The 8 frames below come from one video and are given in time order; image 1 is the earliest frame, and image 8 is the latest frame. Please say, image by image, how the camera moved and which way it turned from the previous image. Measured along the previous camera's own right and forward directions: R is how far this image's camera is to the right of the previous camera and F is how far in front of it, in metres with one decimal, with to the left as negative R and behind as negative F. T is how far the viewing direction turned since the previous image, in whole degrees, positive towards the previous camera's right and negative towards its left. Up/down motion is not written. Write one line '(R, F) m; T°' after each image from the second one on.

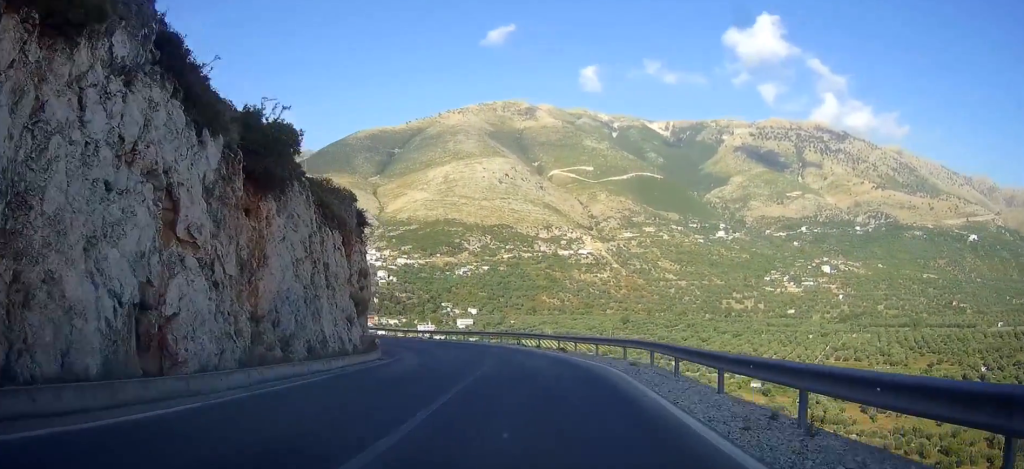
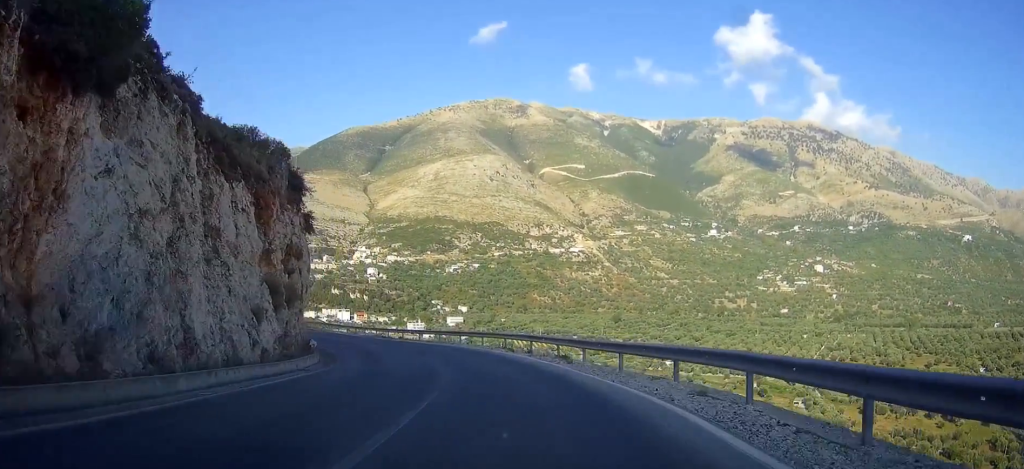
(+0.3, +9.6) m; +1°
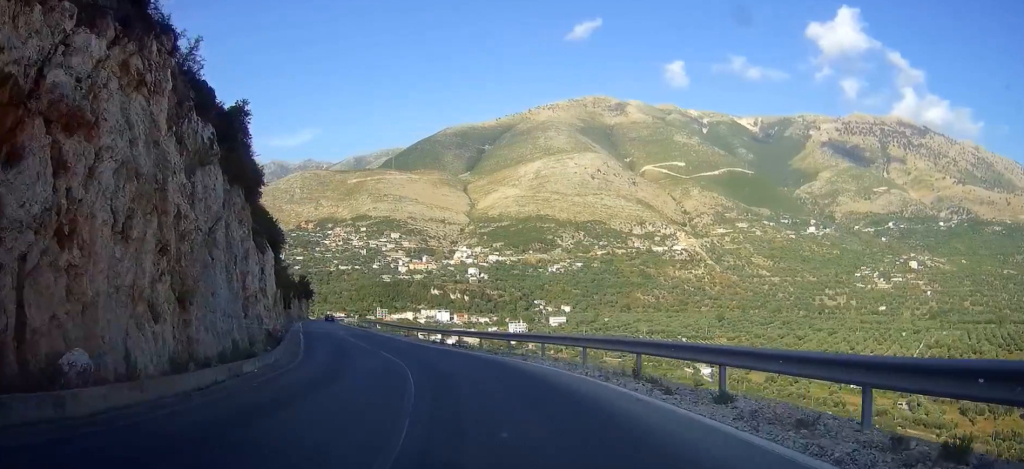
(-0.4, +19.8) m; -7°
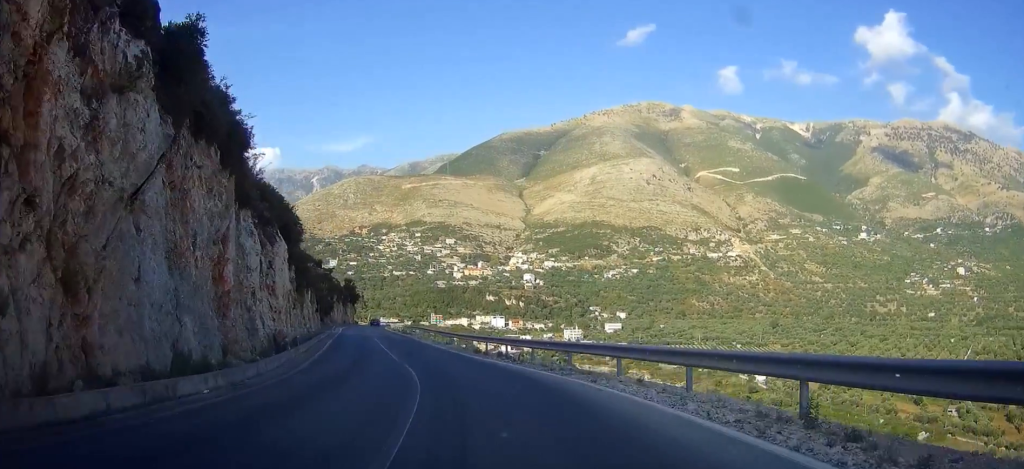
(-0.1, +6.3) m; -4°
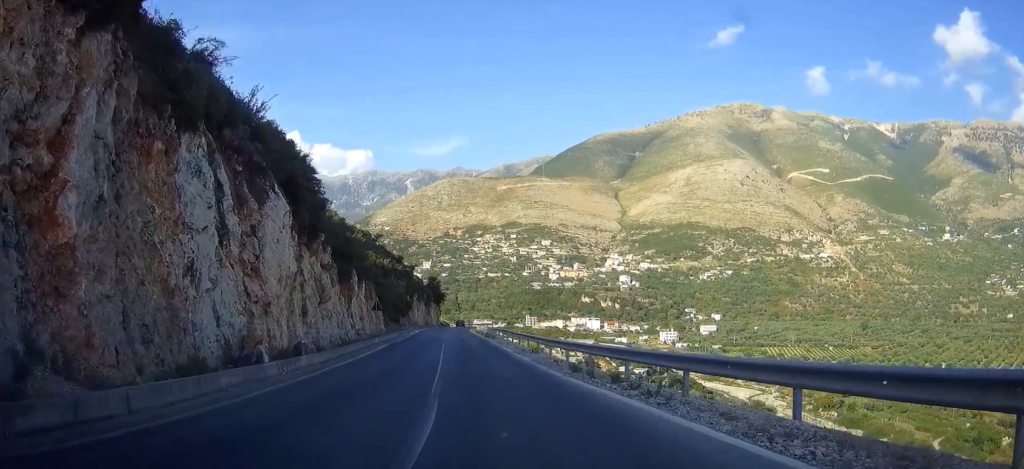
(-0.7, +11.3) m; -7°
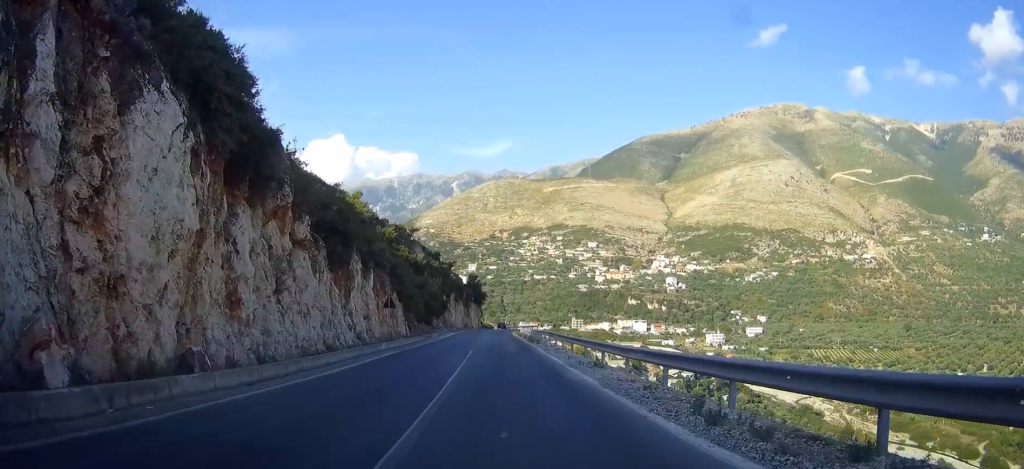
(-0.6, +10.2) m; -3°
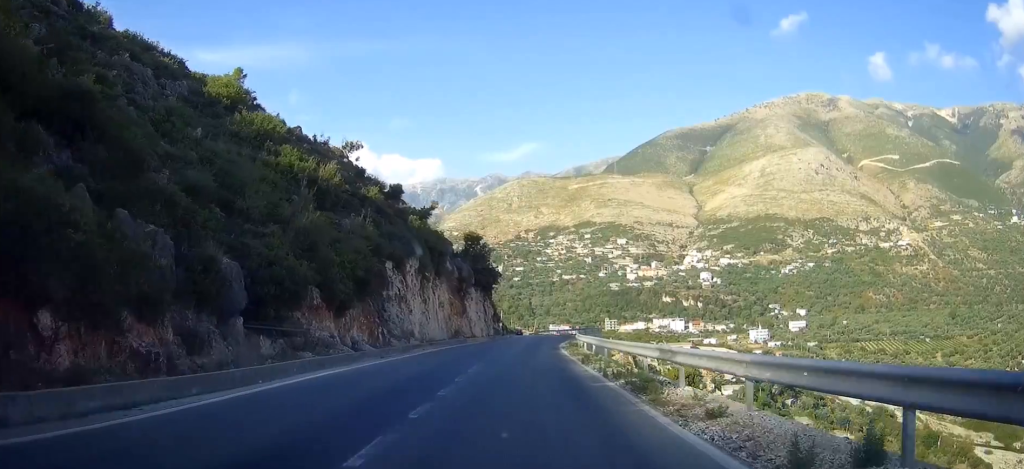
(-3.0, +56.2) m; -3°
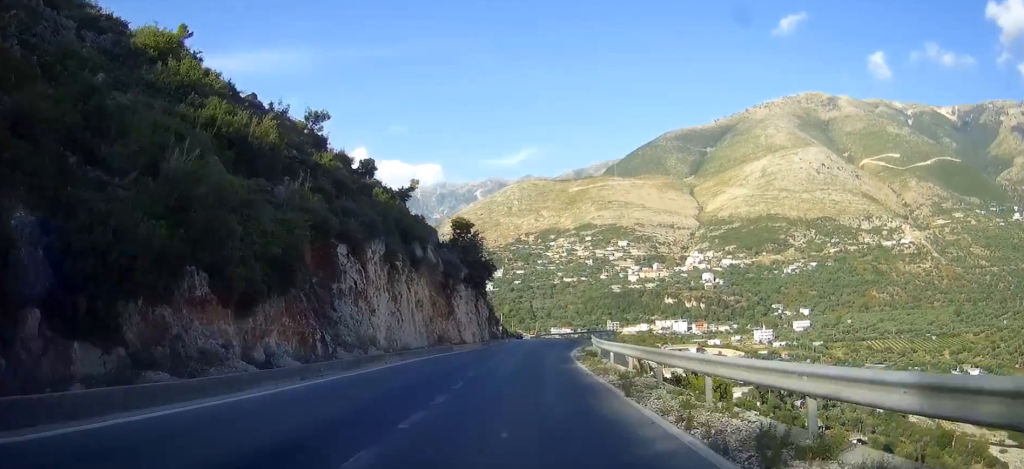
(-0.1, +10.0) m; 0°
